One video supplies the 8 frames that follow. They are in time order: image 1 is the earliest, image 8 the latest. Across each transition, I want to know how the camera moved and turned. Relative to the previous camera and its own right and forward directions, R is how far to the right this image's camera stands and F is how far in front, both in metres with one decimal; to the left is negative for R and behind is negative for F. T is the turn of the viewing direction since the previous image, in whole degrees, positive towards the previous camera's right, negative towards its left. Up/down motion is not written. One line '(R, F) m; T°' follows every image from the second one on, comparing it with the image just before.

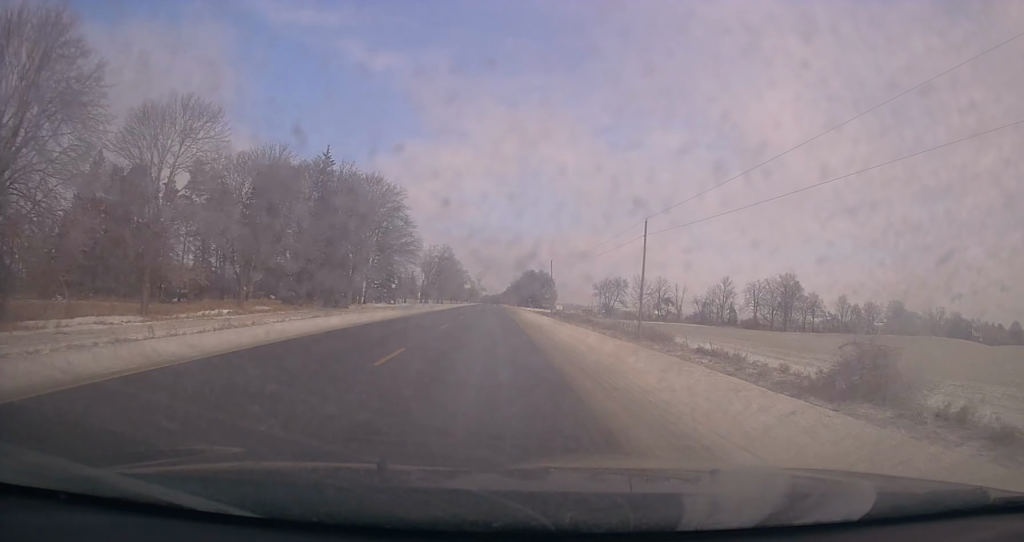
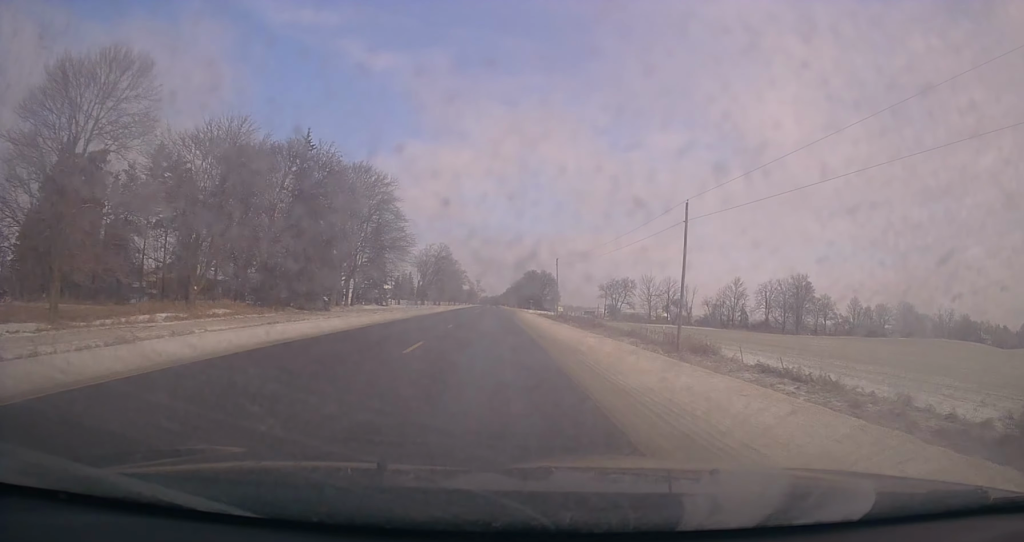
(+0.1, +10.4) m; 0°
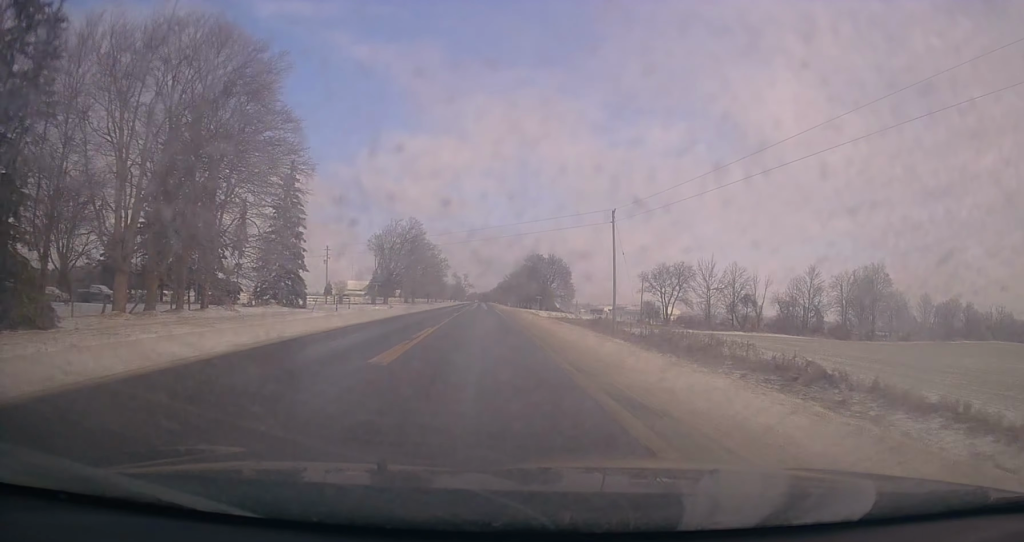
(-0.5, +50.6) m; 0°
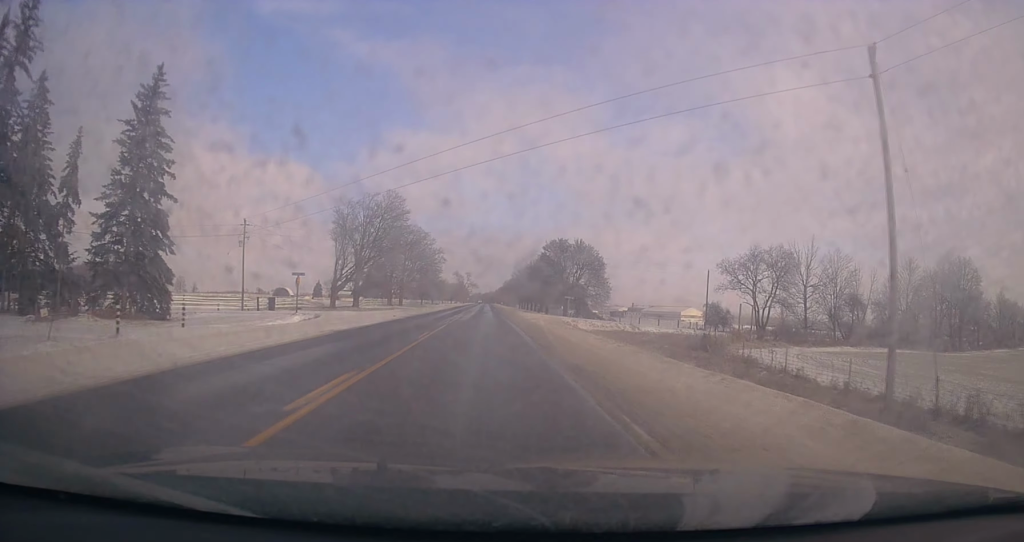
(0.0, +34.0) m; -1°
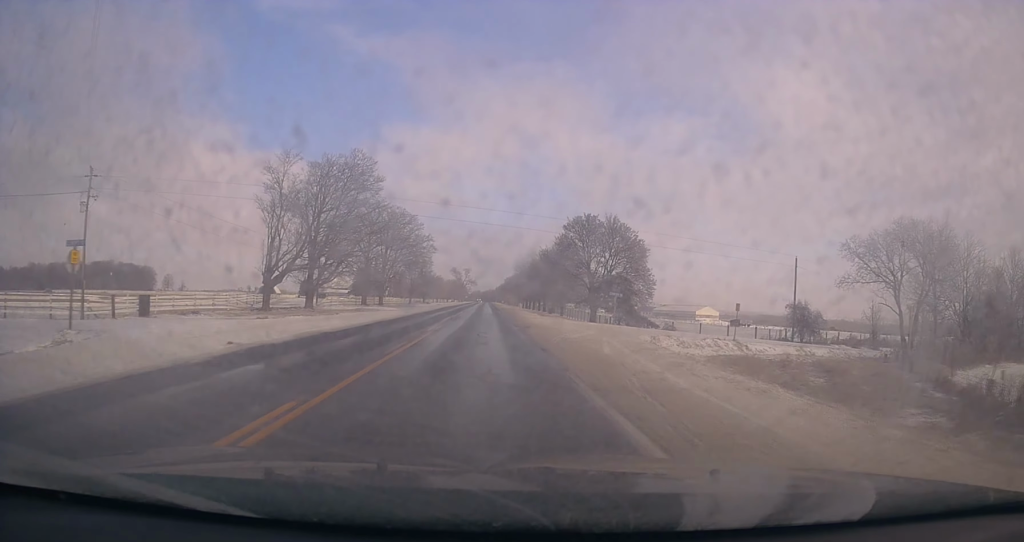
(0.0, +26.3) m; +2°
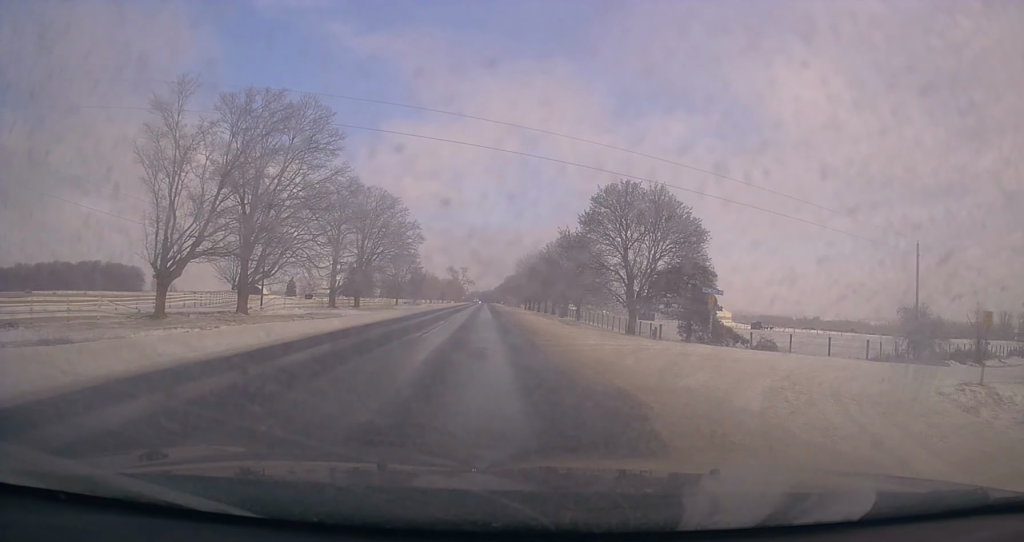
(+0.6, +20.9) m; -1°
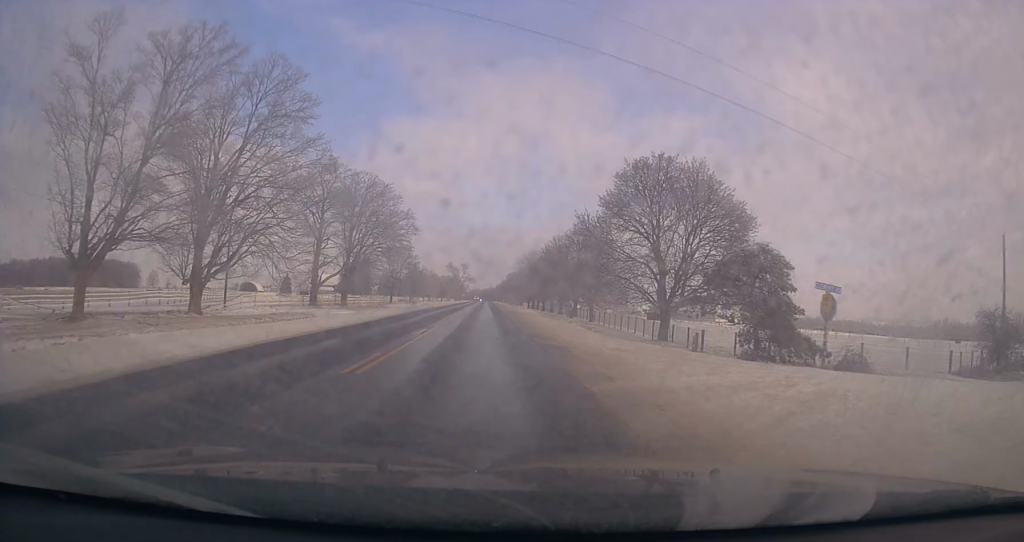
(-0.4, +9.7) m; 0°
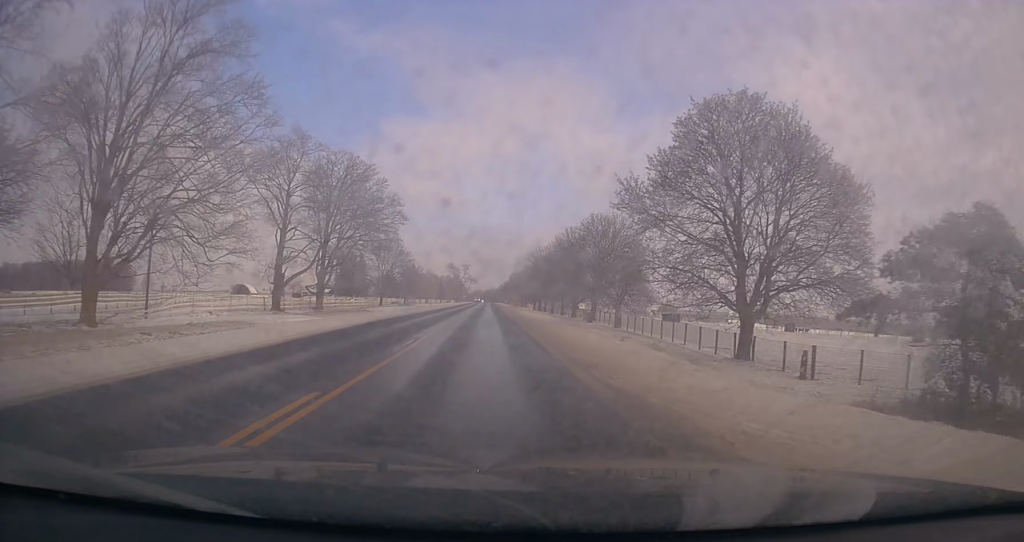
(-0.7, +13.6) m; 0°
